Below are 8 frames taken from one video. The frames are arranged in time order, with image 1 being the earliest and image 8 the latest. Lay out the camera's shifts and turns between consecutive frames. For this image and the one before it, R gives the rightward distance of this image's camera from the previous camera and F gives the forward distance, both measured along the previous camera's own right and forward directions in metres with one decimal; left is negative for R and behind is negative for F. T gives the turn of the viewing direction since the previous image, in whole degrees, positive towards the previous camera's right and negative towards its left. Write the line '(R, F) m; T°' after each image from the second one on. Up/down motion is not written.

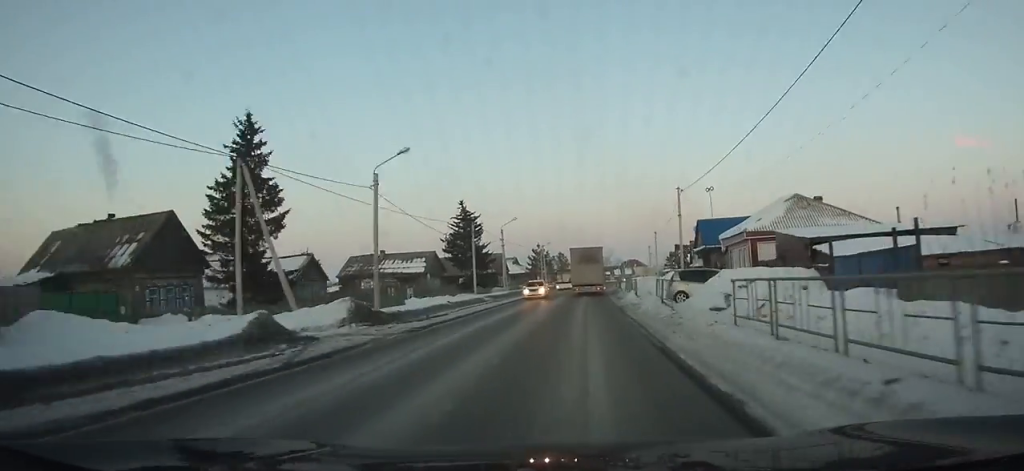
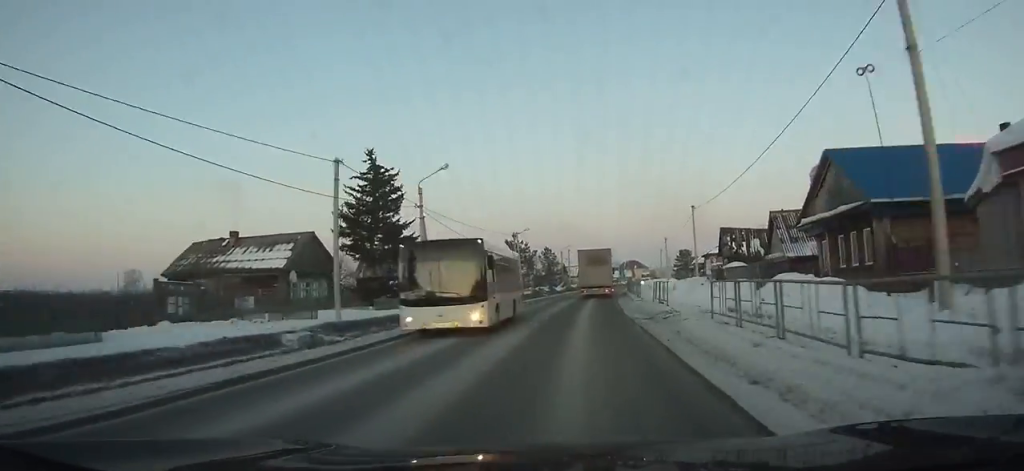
(0.0, +30.4) m; +1°
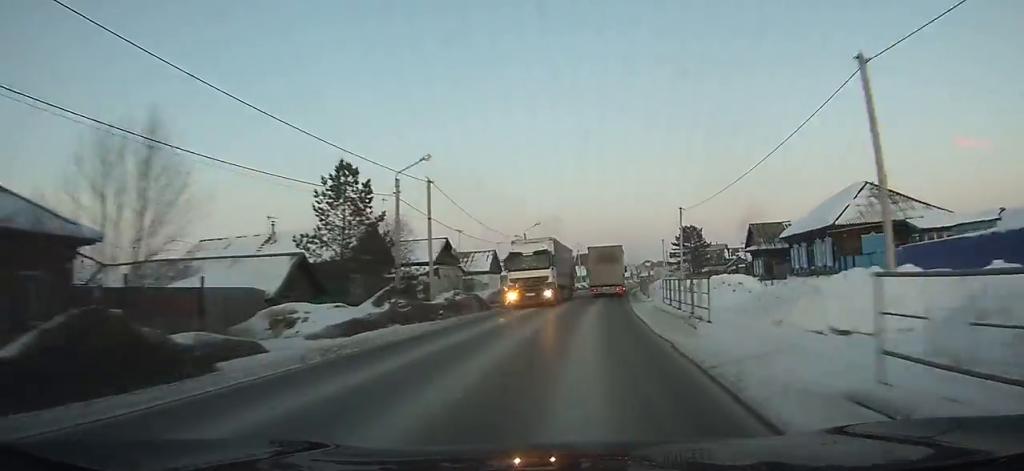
(+2.3, +73.6) m; +5°
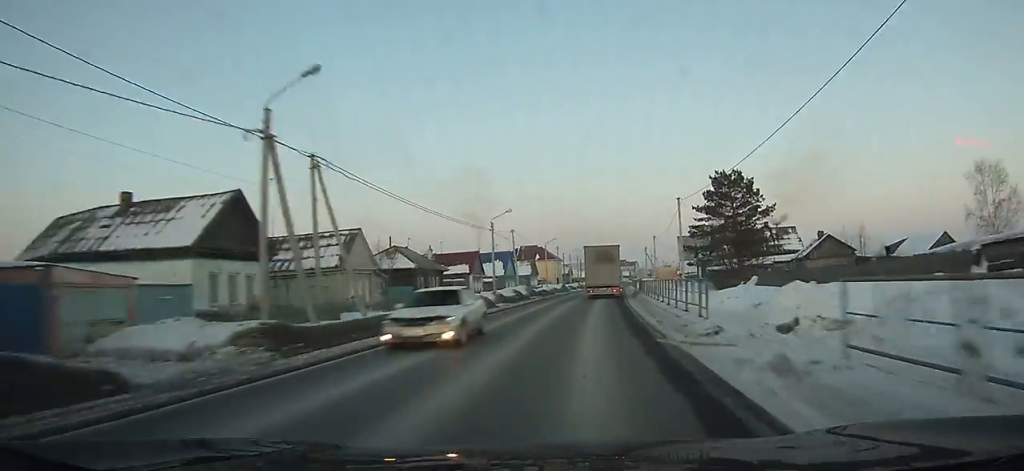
(+1.3, +46.4) m; +5°
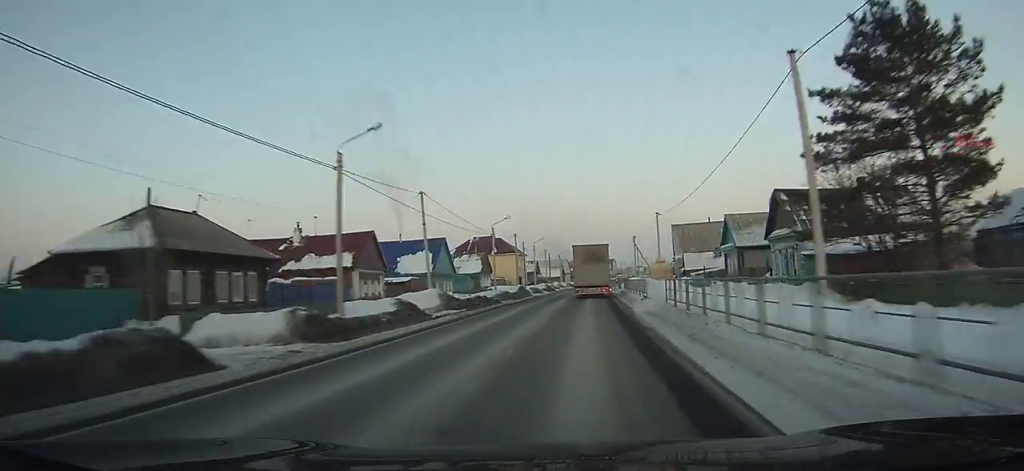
(+1.5, +28.7) m; +3°
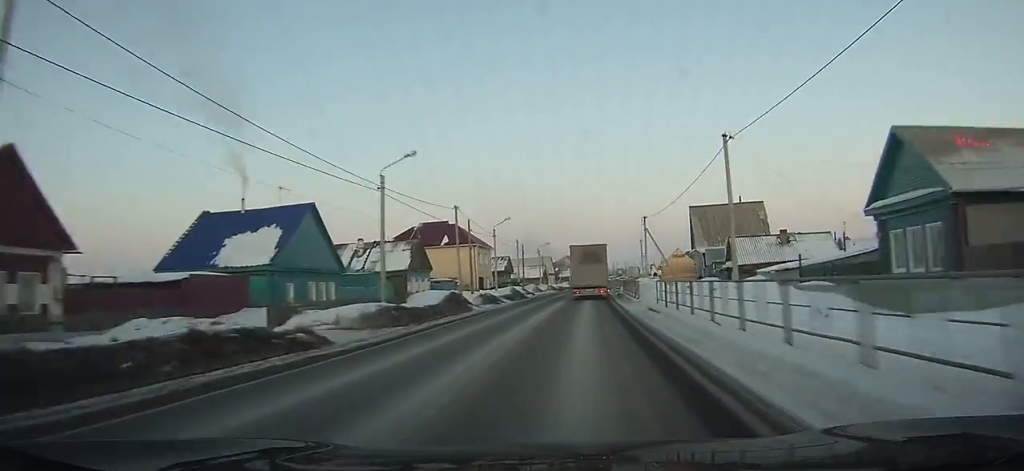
(+0.7, +30.2) m; +2°
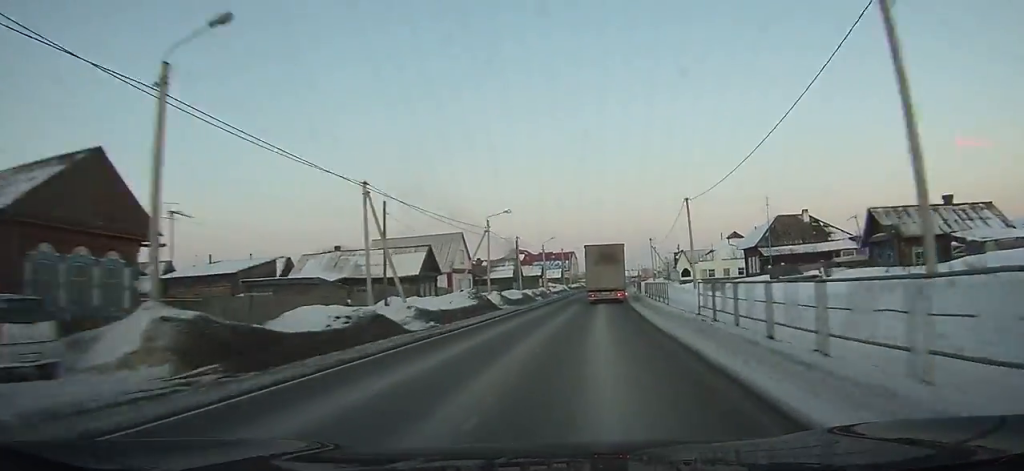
(+1.9, +80.1) m; +3°
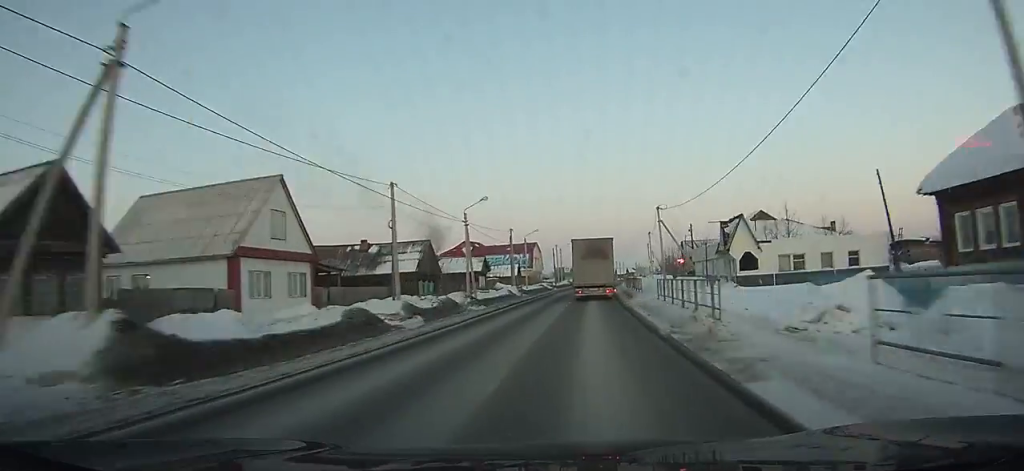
(+0.9, +37.1) m; +2°
